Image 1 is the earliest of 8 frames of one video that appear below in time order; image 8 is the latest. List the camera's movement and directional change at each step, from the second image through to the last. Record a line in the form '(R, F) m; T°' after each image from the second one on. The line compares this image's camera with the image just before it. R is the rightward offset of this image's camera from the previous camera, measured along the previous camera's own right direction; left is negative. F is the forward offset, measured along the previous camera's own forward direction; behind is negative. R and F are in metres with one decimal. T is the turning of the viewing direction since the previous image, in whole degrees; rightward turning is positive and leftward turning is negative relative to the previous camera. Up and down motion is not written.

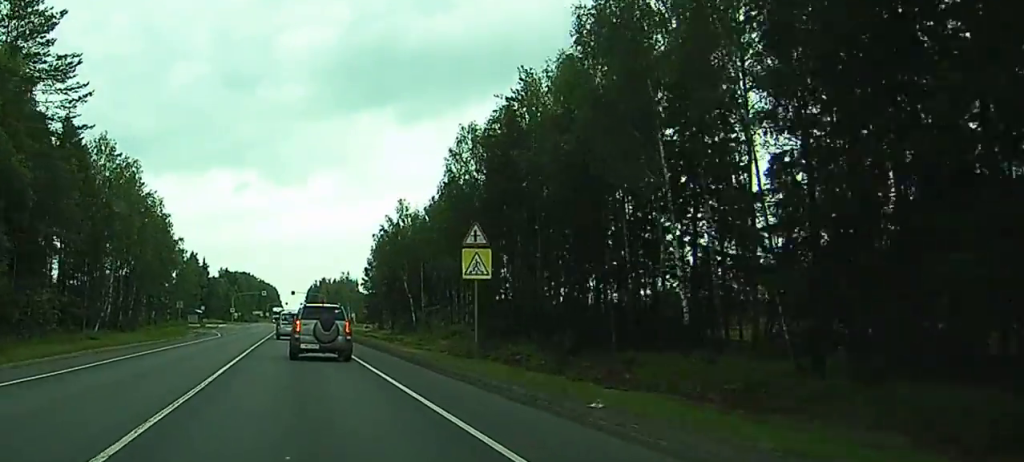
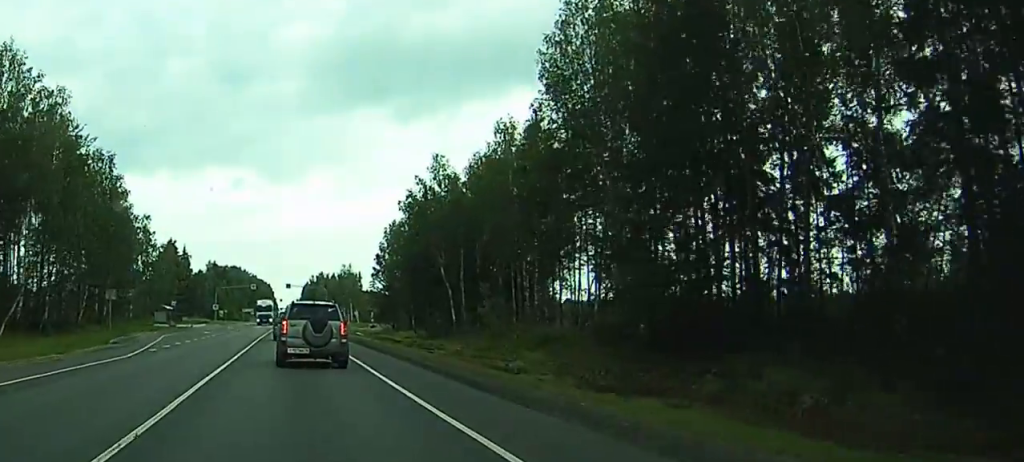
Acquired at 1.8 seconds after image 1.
(+0.2, +34.8) m; +1°
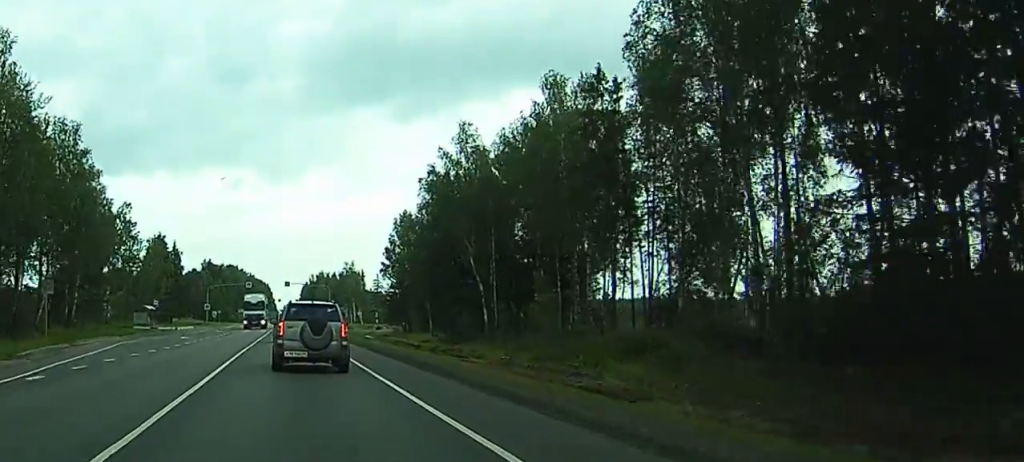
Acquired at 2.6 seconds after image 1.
(+0.2, +15.9) m; 0°
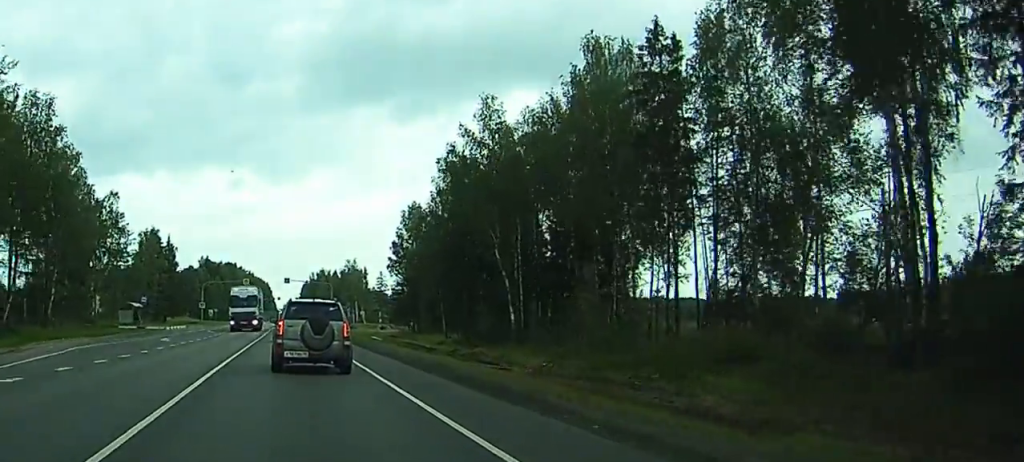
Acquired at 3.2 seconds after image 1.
(-0.1, +9.5) m; 0°
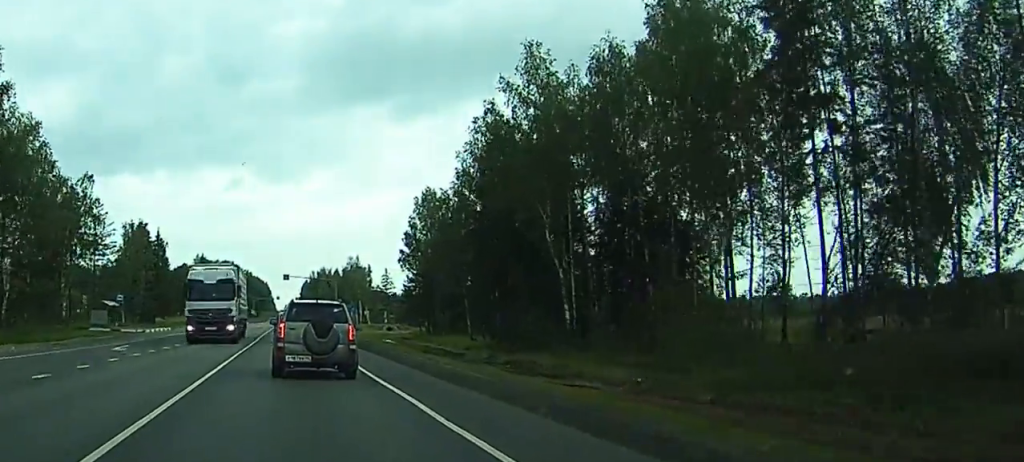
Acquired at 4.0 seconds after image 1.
(-0.1, +14.0) m; -1°
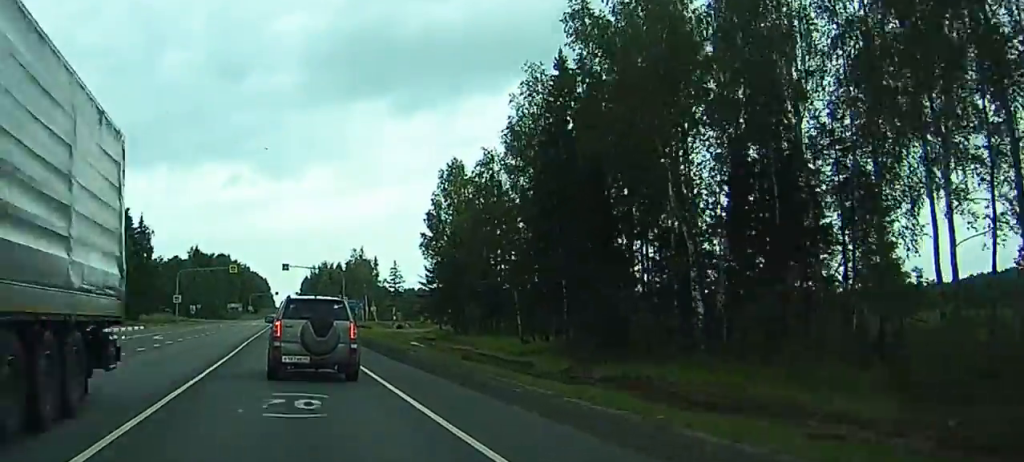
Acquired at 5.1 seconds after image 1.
(-0.2, +18.7) m; -1°
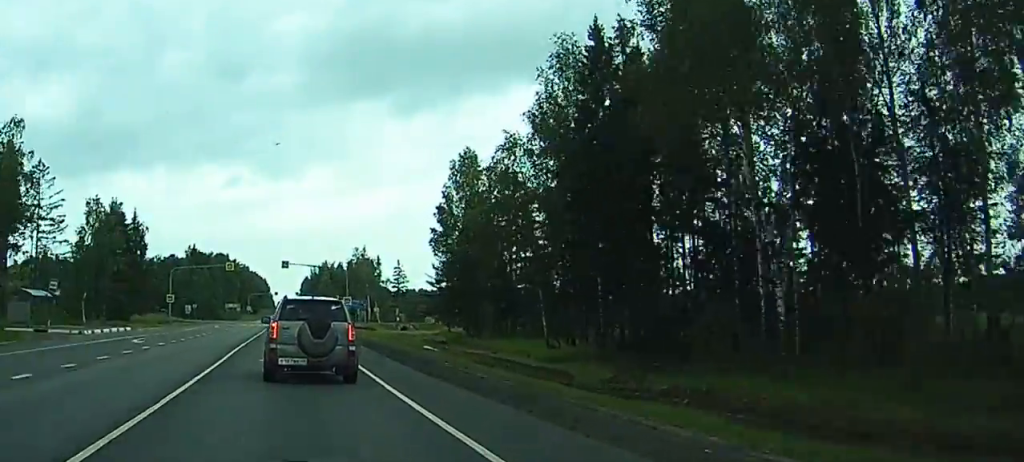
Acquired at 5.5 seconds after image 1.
(-0.1, +6.7) m; 0°
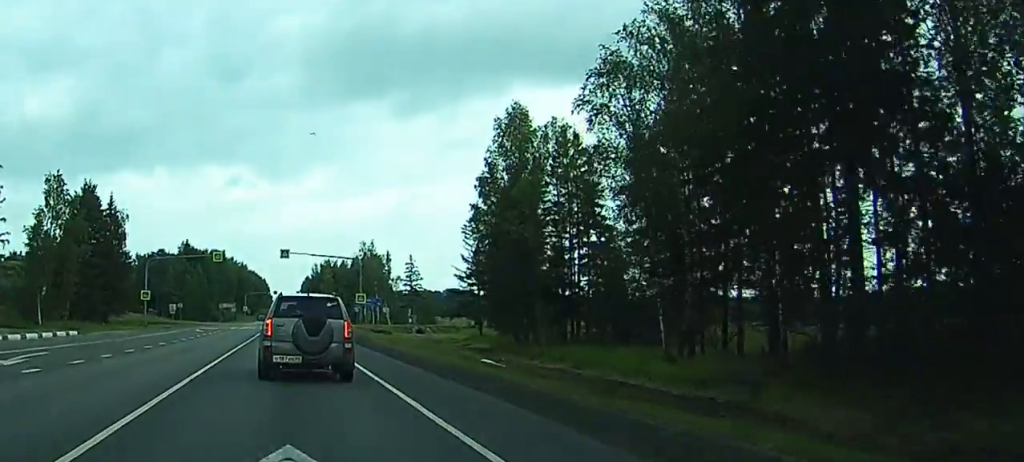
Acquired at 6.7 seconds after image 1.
(+0.1, +19.6) m; 0°
